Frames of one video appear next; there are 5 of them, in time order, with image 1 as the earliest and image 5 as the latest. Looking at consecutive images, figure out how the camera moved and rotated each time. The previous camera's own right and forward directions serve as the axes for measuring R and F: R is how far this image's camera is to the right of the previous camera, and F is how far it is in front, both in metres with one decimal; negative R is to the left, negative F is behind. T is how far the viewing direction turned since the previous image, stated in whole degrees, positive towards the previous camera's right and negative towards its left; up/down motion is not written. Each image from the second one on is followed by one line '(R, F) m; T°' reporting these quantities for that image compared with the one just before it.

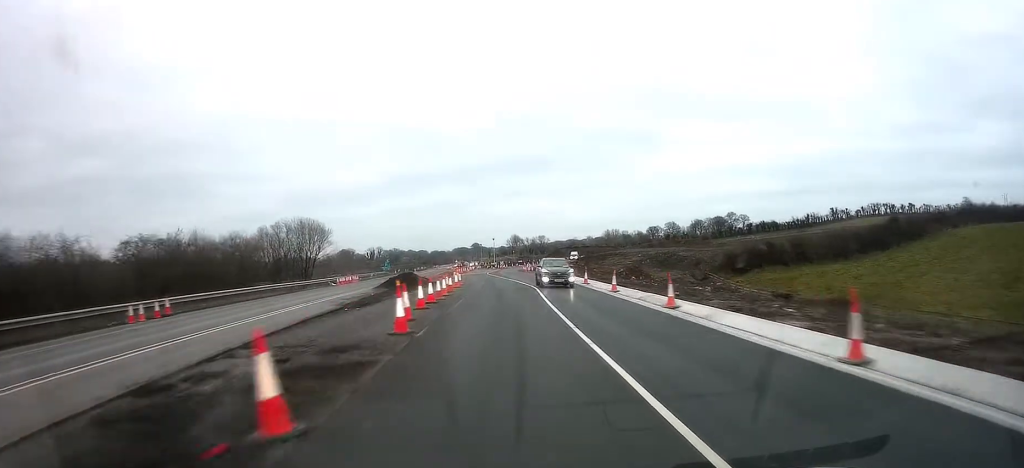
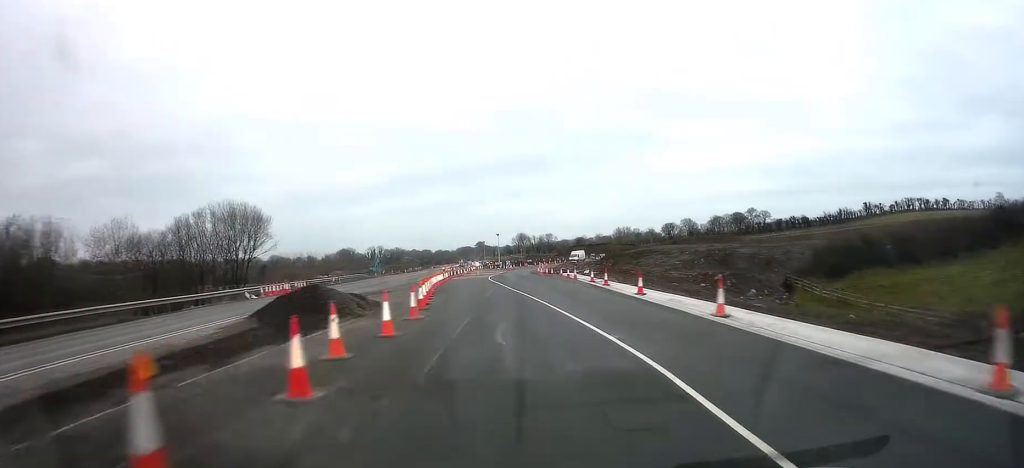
(-0.1, +23.7) m; -1°
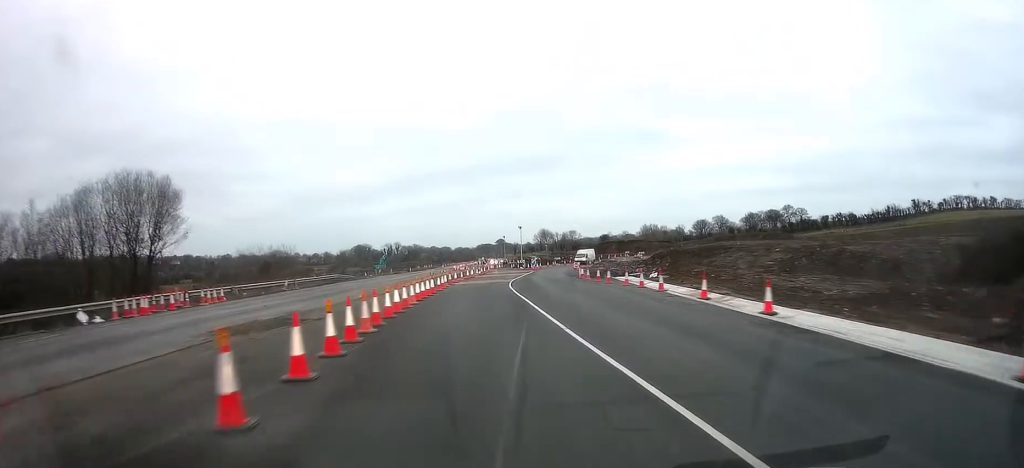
(-0.2, +20.5) m; -1°
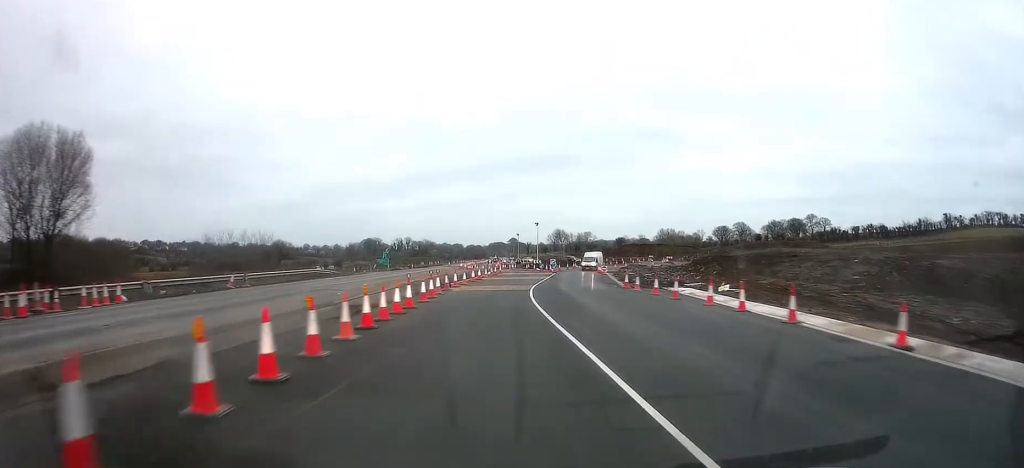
(0.0, +11.7) m; +2°
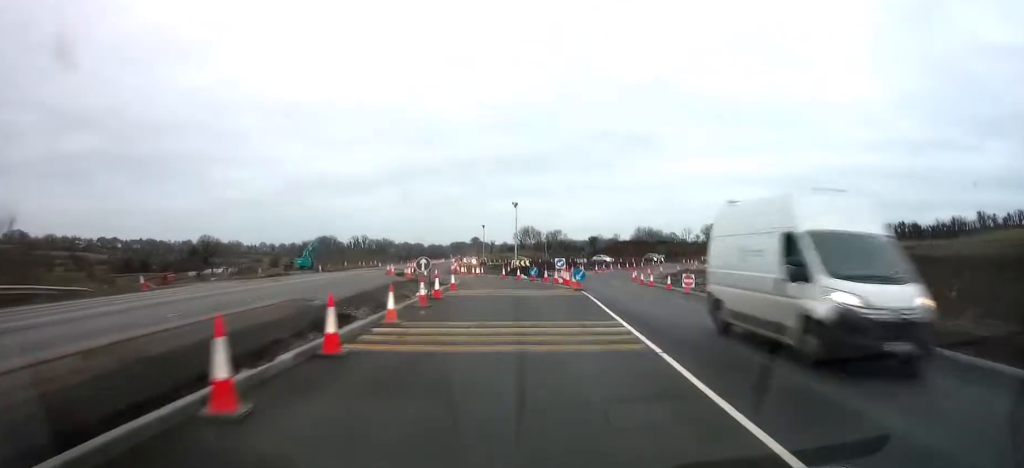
(0.0, +35.7) m; -2°
